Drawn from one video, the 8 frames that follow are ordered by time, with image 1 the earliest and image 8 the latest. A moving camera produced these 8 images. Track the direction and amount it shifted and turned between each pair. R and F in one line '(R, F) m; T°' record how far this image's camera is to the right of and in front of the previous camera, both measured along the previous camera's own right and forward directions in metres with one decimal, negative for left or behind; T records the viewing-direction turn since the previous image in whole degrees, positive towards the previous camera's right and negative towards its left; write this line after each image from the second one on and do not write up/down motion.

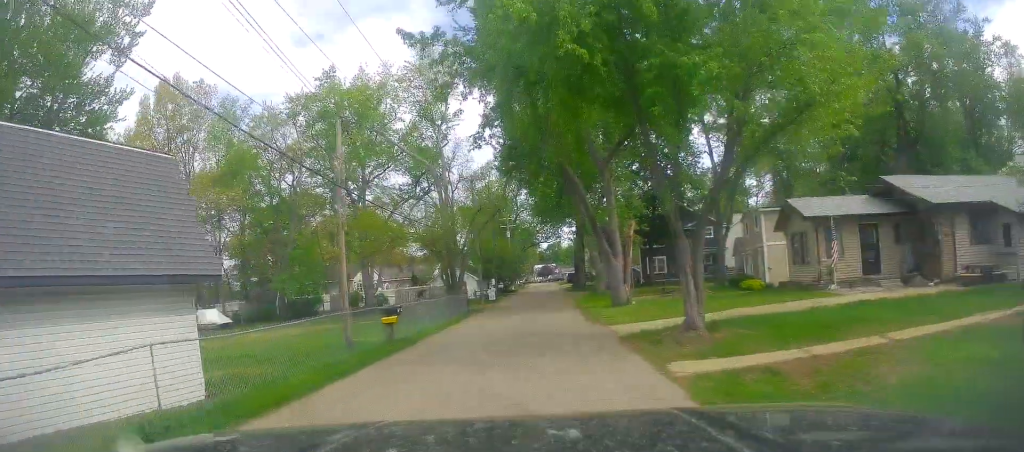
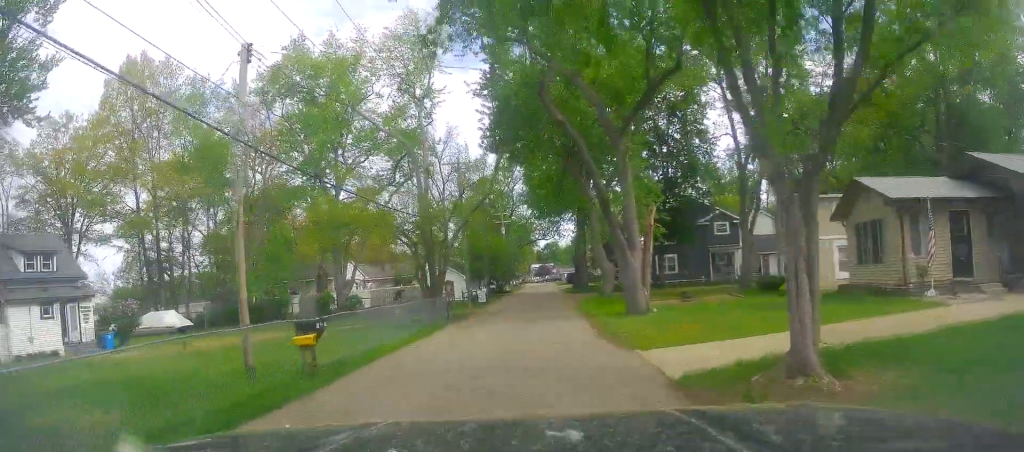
(+0.1, +6.6) m; +1°
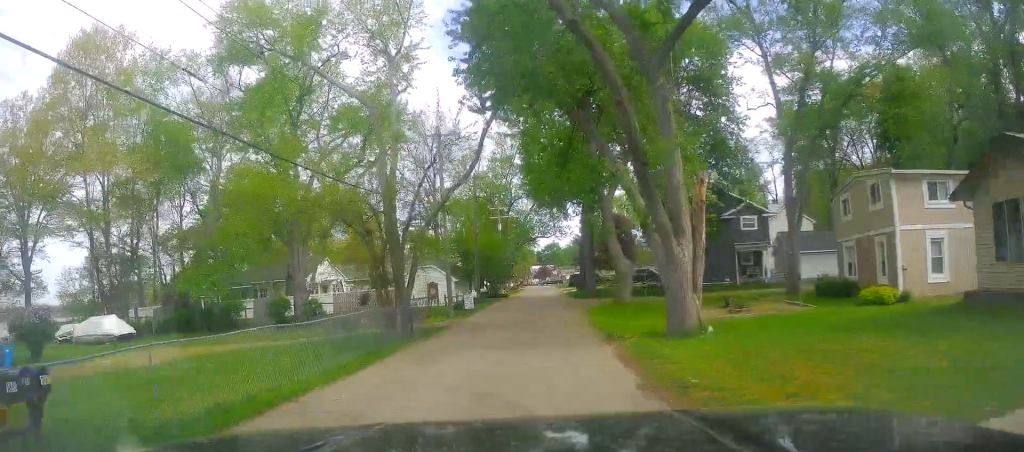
(0.0, +8.2) m; 0°
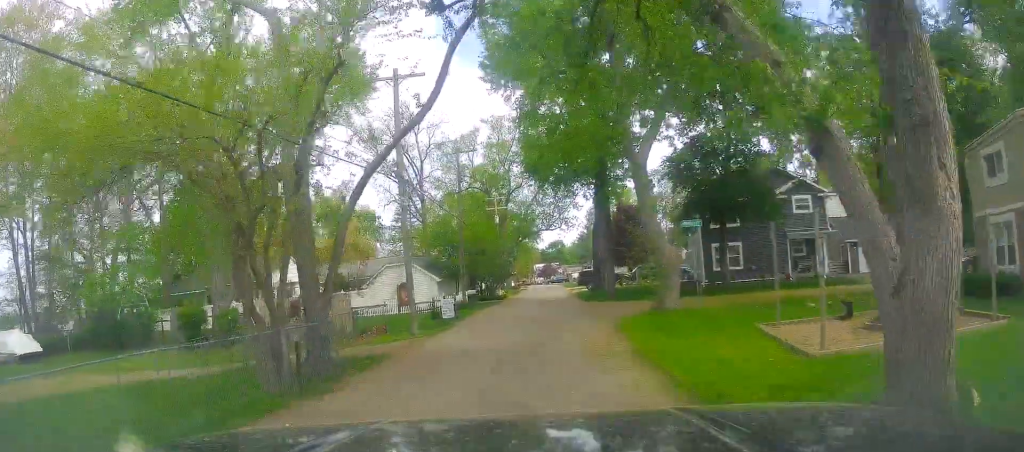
(0.0, +10.7) m; +2°
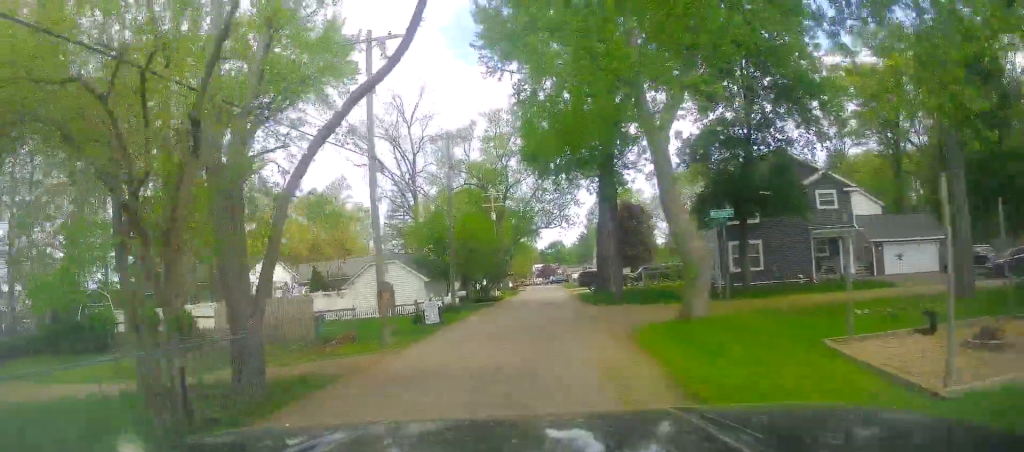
(+0.1, +3.9) m; 0°
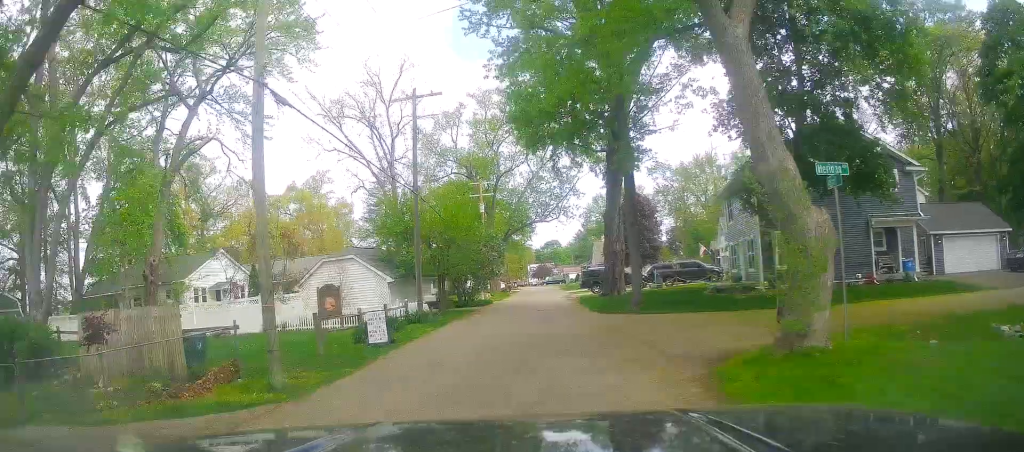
(+0.1, +7.8) m; 0°
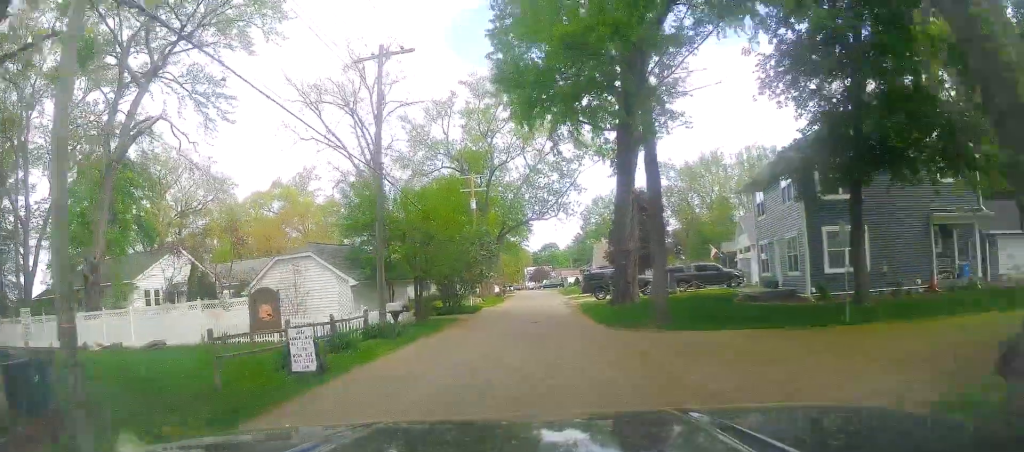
(-0.2, +5.6) m; 0°
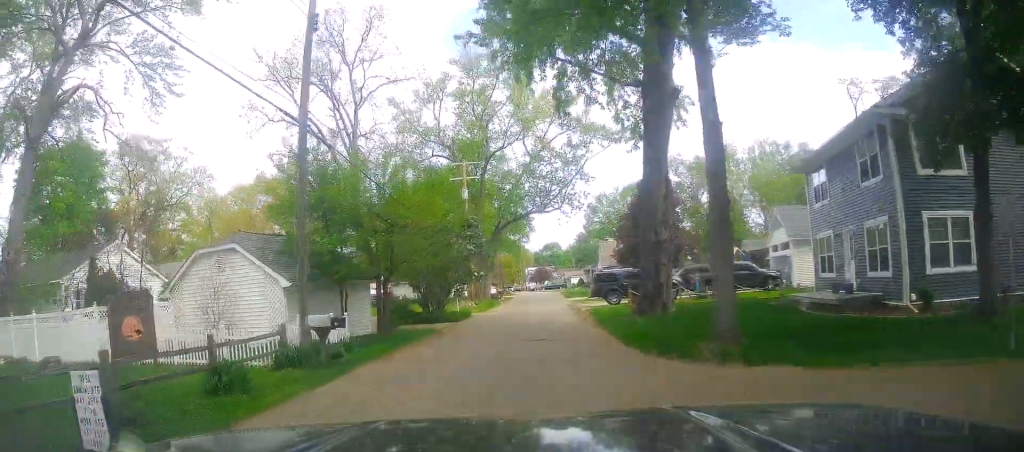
(+0.1, +6.9) m; 0°
